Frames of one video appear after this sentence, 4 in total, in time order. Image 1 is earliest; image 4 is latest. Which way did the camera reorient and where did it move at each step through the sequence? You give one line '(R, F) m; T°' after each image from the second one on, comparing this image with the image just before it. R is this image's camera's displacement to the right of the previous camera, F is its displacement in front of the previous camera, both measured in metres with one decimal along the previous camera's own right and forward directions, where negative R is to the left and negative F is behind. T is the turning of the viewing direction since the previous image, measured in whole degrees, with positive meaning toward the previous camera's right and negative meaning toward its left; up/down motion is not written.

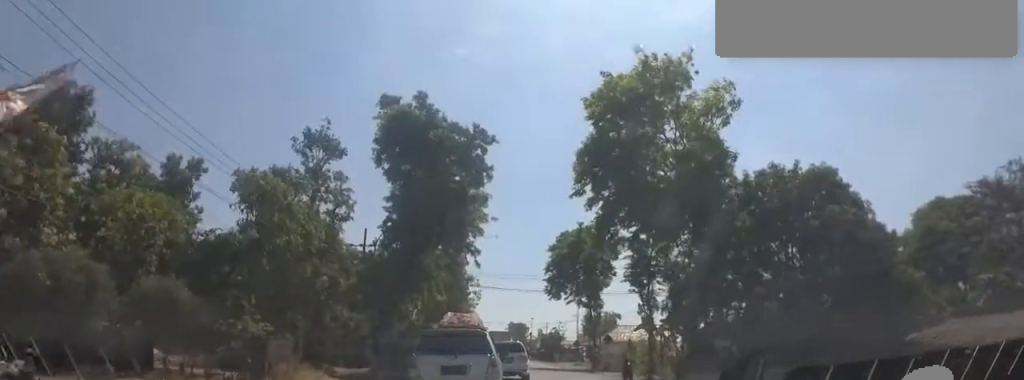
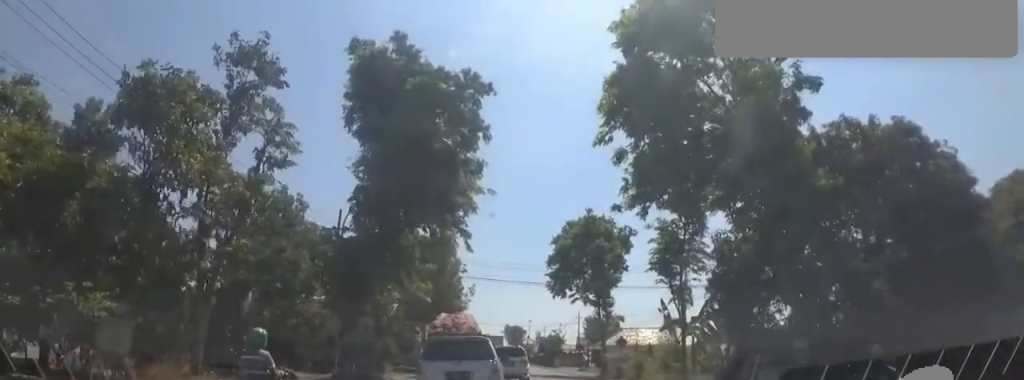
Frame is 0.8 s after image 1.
(-1.1, +5.7) m; -3°
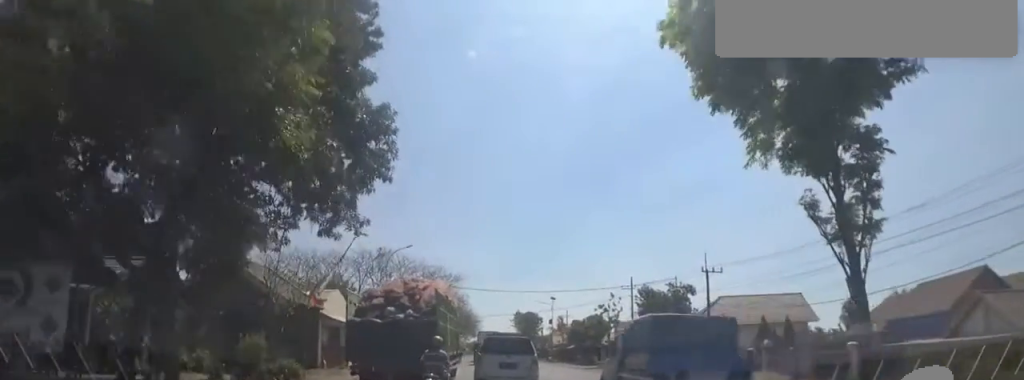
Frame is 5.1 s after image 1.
(-0.3, +31.9) m; -2°
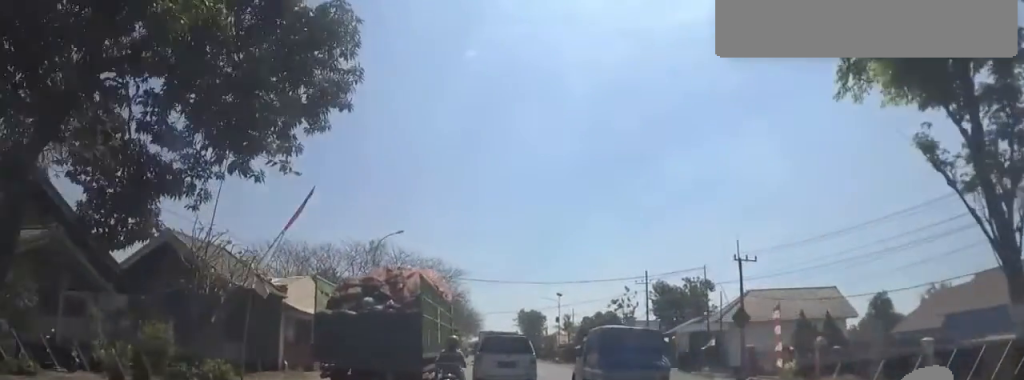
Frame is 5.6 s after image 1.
(+0.8, +4.8) m; +1°
